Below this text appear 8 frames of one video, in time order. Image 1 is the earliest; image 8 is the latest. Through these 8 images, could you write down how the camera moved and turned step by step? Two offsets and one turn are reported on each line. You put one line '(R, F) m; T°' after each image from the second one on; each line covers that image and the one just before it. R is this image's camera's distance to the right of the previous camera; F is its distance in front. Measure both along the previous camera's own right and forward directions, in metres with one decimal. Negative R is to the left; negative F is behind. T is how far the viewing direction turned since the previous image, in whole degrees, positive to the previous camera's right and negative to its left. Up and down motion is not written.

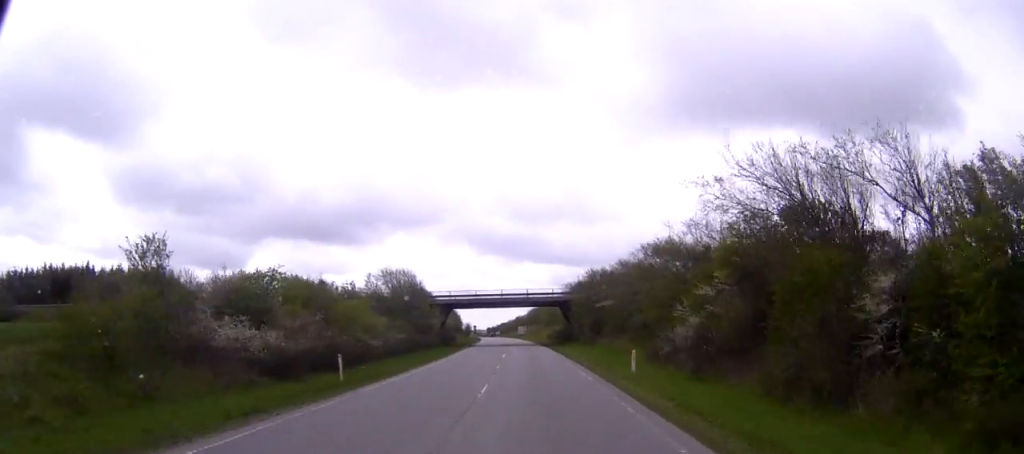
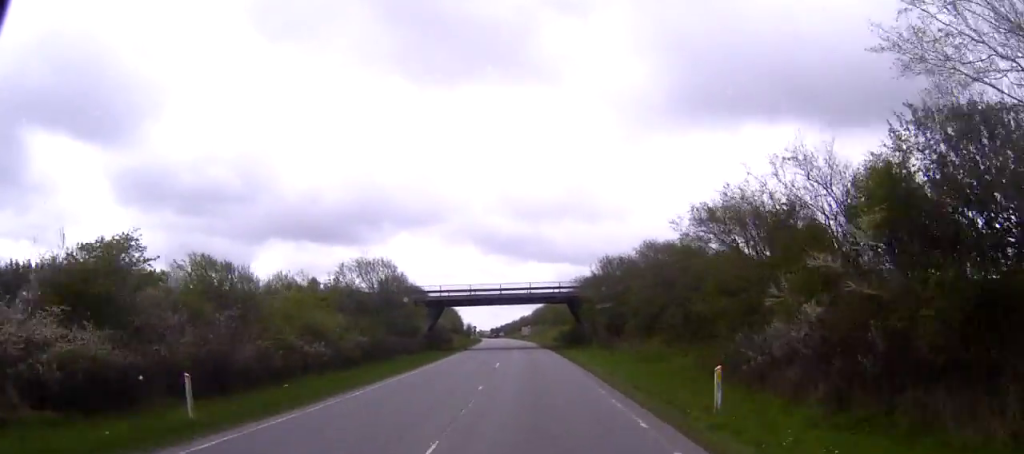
(0.0, +12.3) m; 0°
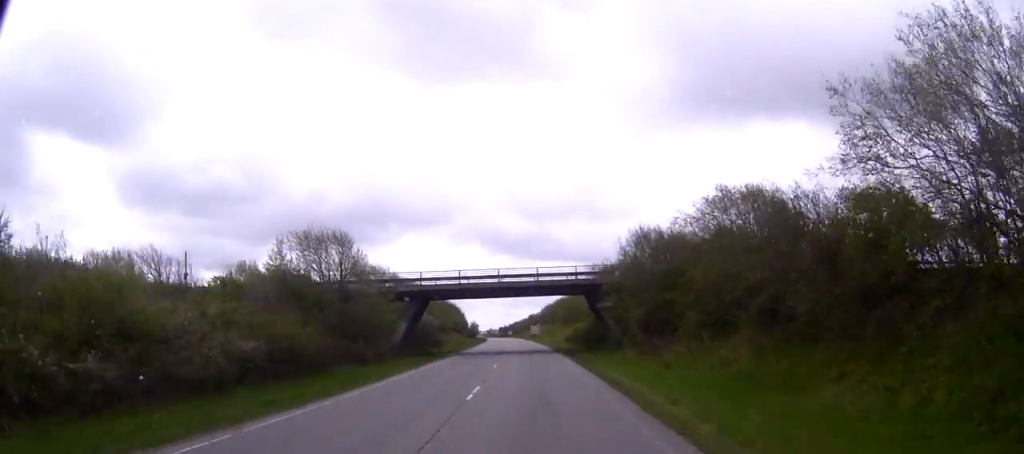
(0.0, +17.4) m; 0°
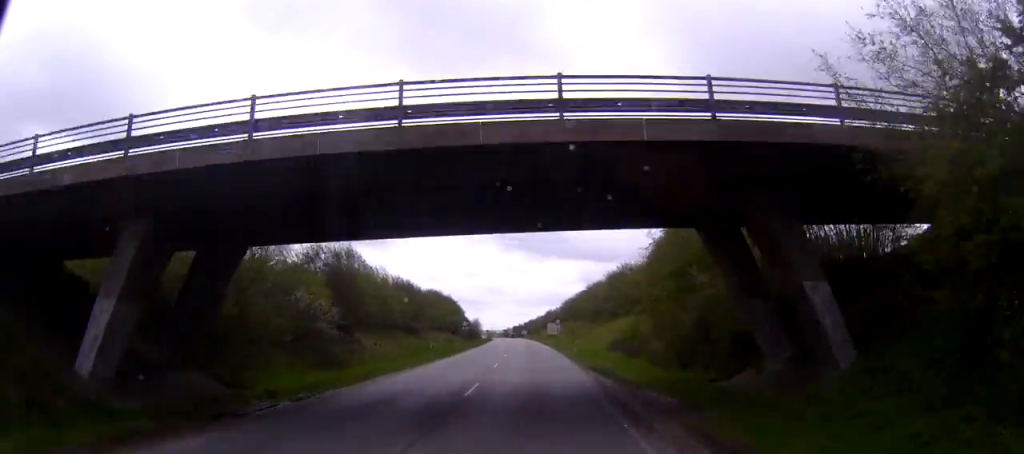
(-0.6, +44.0) m; -2°
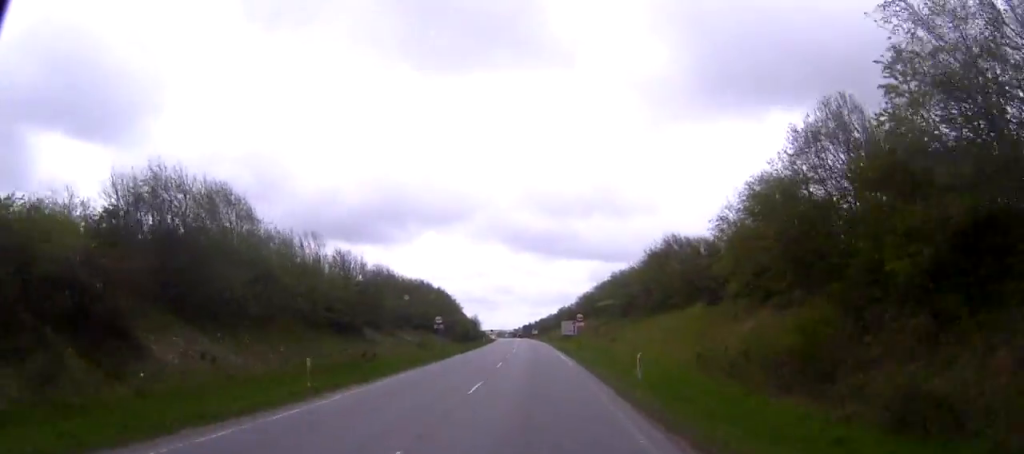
(-0.2, +29.3) m; -2°
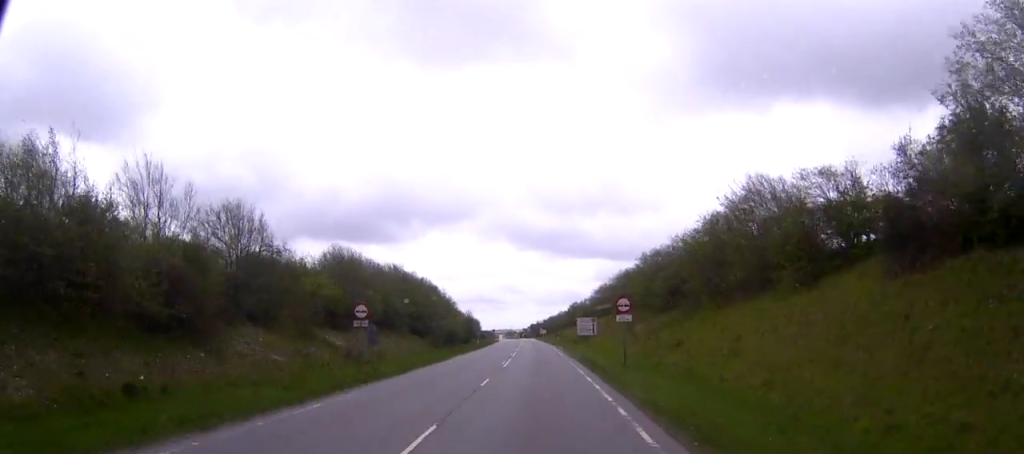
(-0.5, +26.3) m; -1°
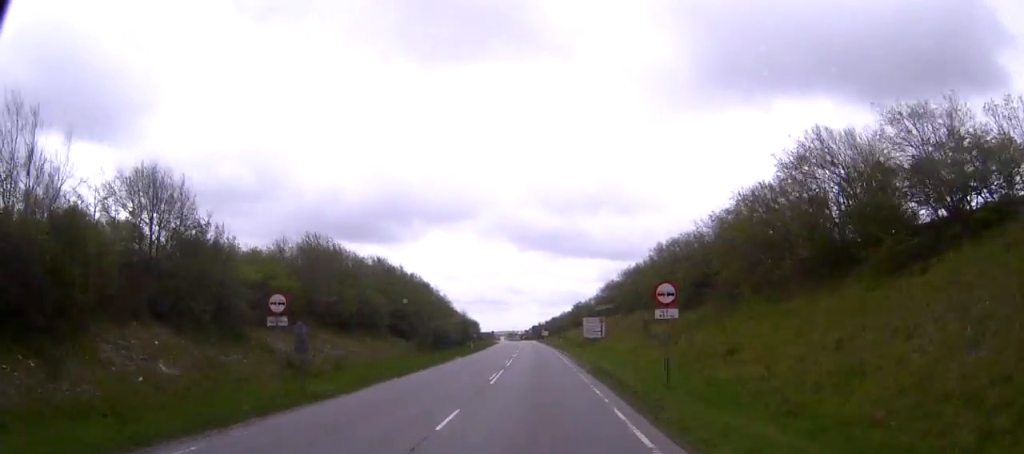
(0.0, +10.2) m; 0°
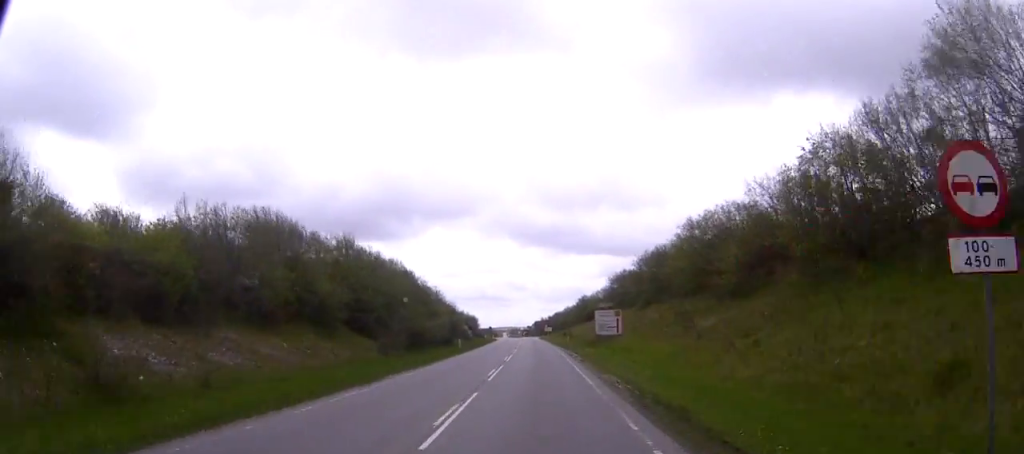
(+0.1, +15.3) m; +1°
